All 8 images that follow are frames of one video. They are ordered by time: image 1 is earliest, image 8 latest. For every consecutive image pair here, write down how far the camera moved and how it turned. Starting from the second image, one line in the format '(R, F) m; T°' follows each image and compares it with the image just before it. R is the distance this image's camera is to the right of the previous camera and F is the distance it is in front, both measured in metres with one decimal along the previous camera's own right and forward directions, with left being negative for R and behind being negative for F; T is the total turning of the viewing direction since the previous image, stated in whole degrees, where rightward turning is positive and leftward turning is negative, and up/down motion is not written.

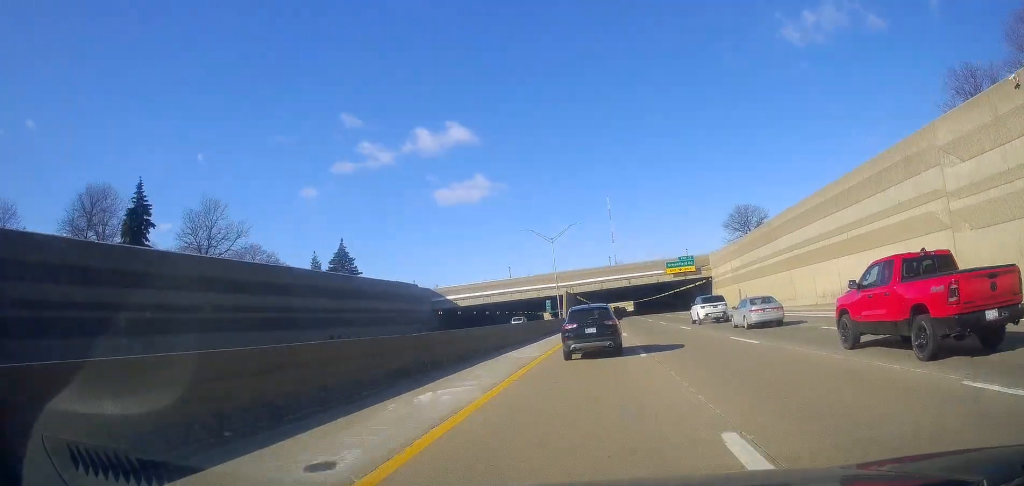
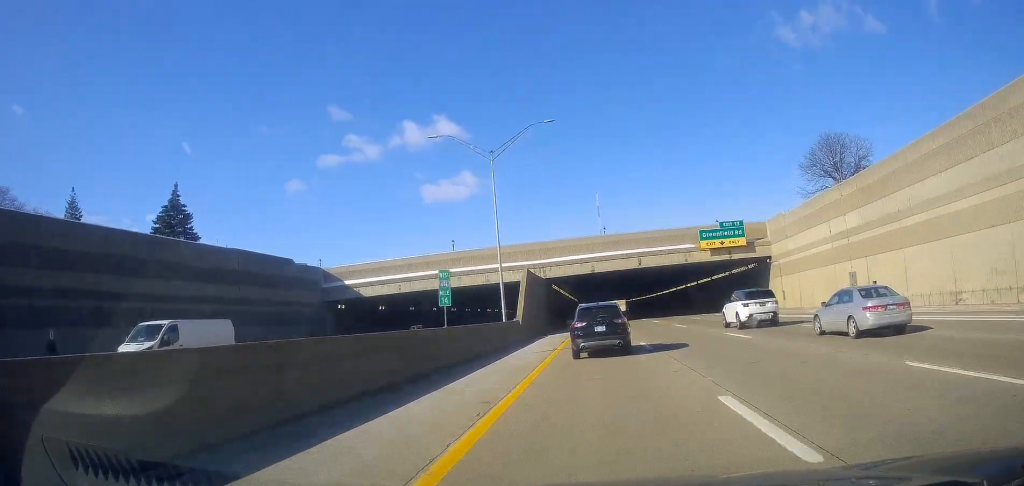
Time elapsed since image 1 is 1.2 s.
(+0.2, +43.8) m; +1°
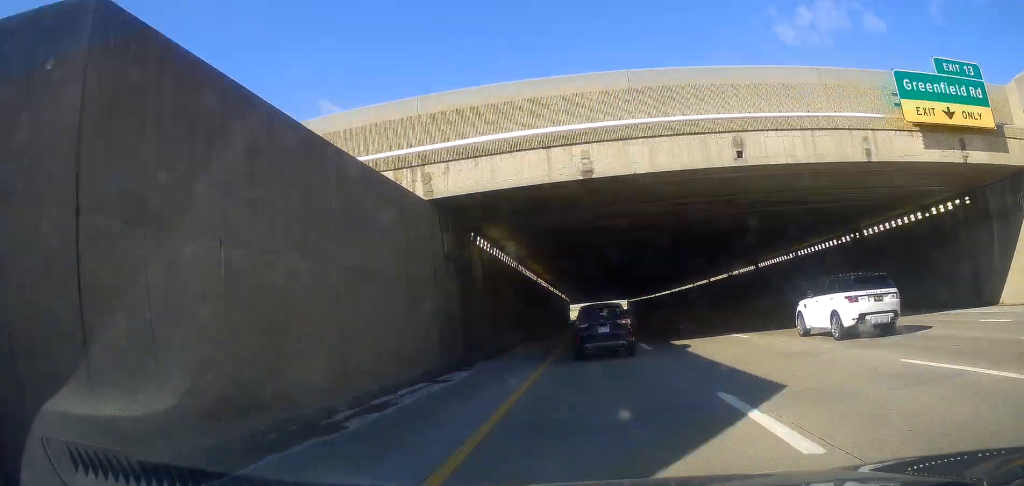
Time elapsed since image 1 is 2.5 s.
(+0.1, +45.9) m; 0°
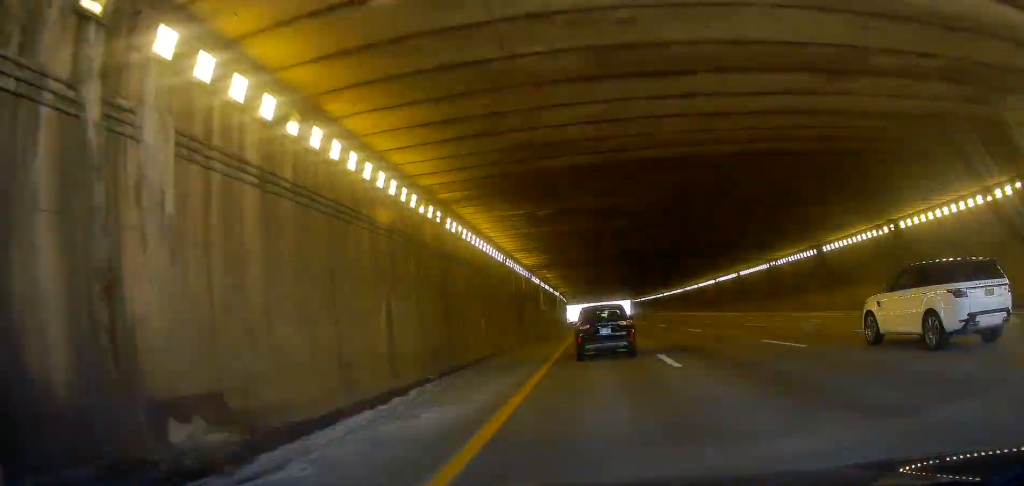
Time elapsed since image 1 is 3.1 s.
(-0.1, +21.1) m; 0°
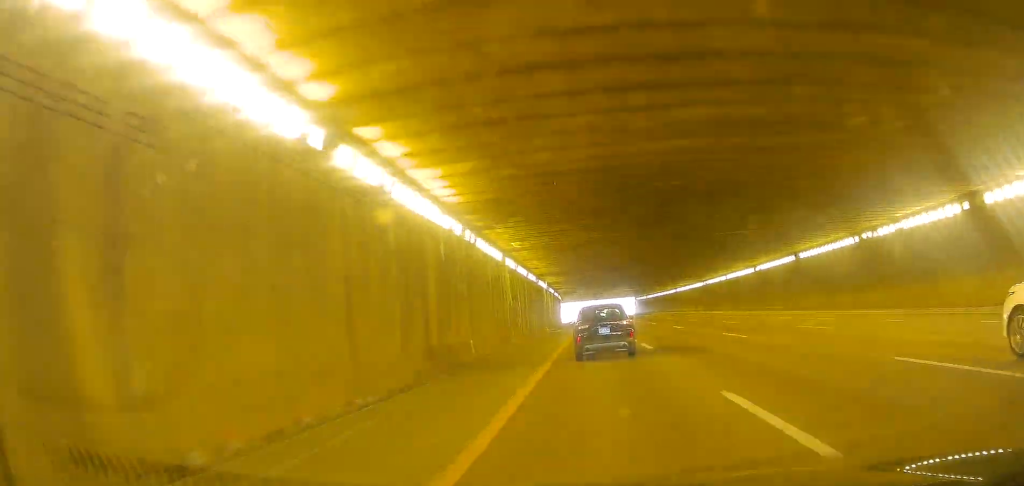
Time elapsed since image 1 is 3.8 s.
(-0.1, +24.6) m; +1°
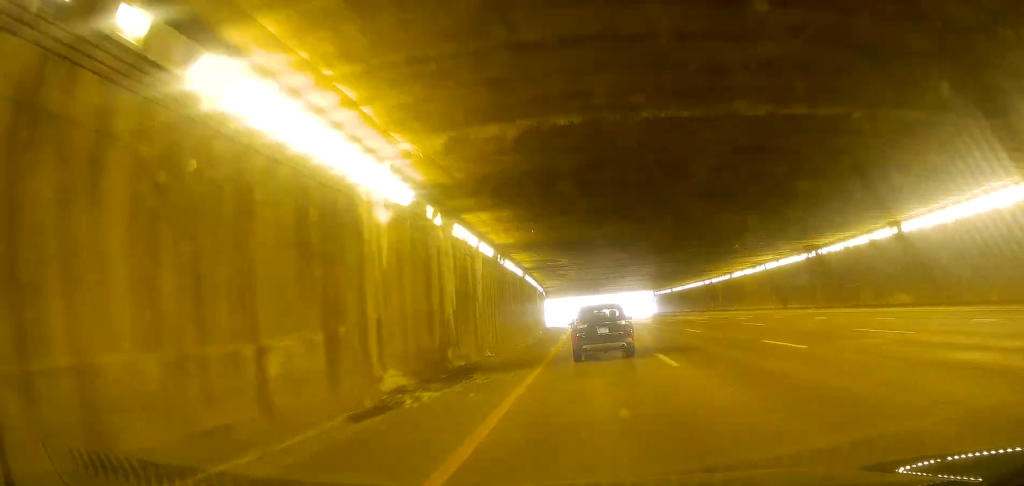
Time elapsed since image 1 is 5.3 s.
(+0.7, +52.9) m; 0°
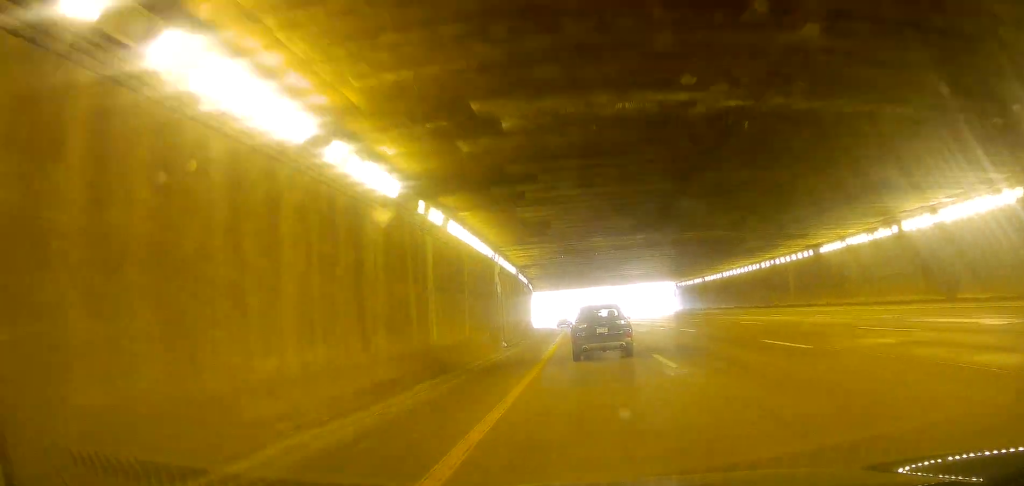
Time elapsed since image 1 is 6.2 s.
(-0.3, +31.8) m; 0°
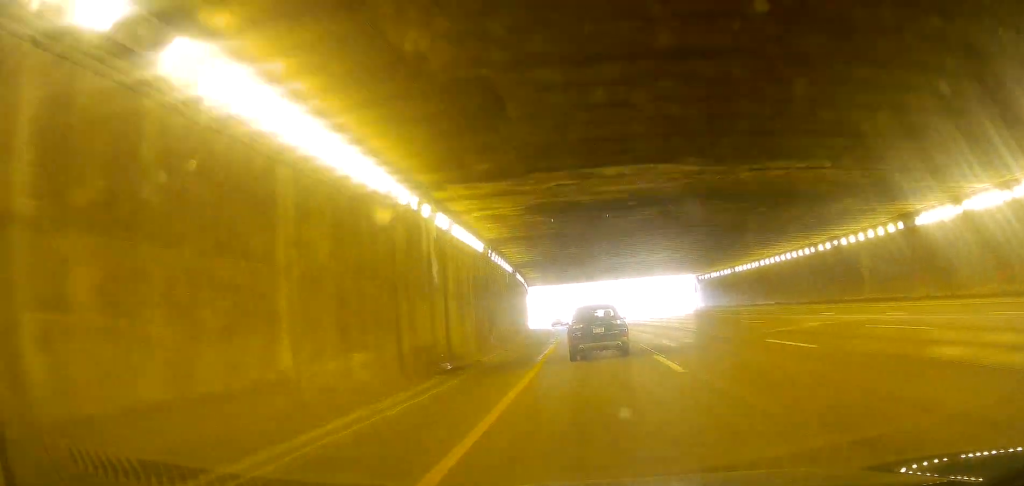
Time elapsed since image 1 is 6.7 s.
(-0.3, +16.4) m; 0°
